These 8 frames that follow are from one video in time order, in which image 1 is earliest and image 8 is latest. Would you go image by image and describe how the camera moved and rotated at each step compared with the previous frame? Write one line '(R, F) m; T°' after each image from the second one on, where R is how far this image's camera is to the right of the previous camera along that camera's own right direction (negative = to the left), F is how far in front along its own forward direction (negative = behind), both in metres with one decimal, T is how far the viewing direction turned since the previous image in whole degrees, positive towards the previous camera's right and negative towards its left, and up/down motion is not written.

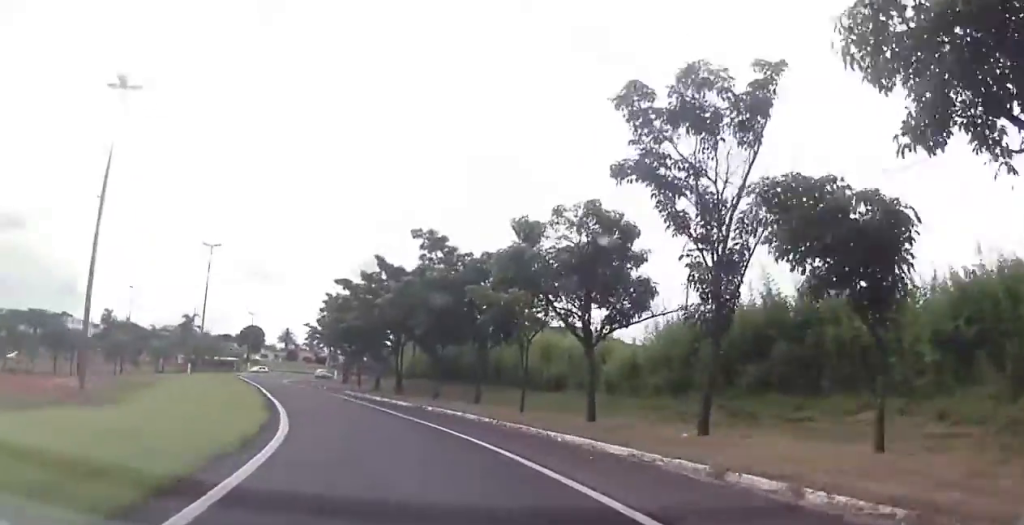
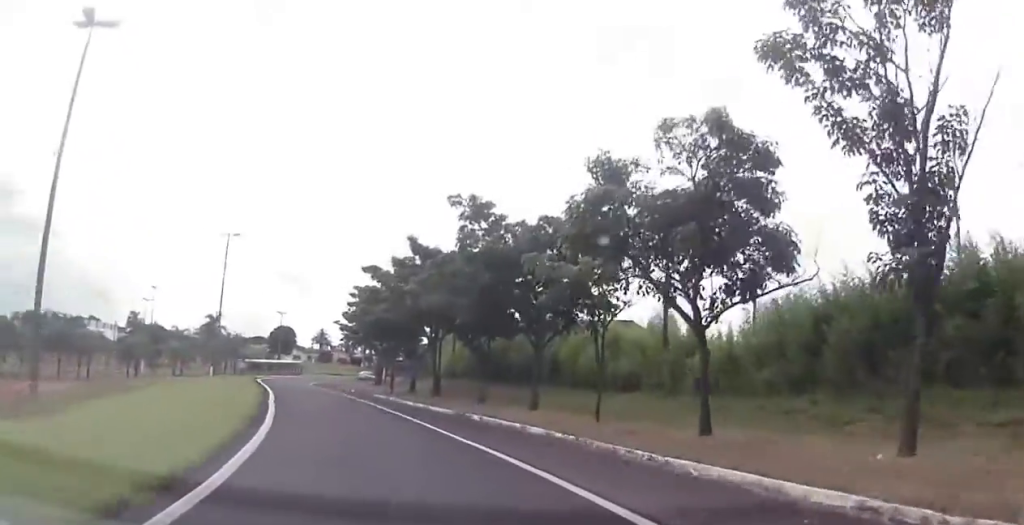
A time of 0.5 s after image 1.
(0.0, +6.8) m; -1°
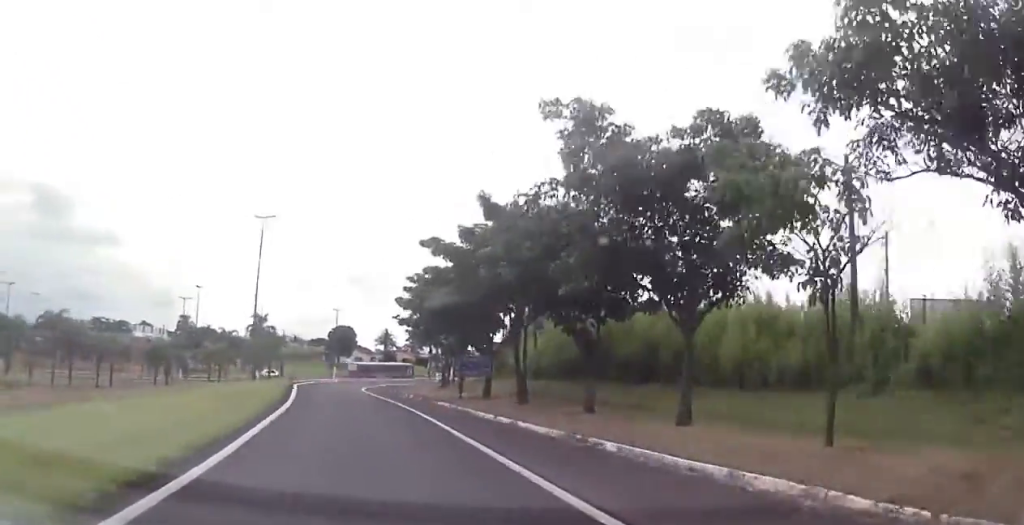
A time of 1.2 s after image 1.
(-0.3, +10.2) m; -4°
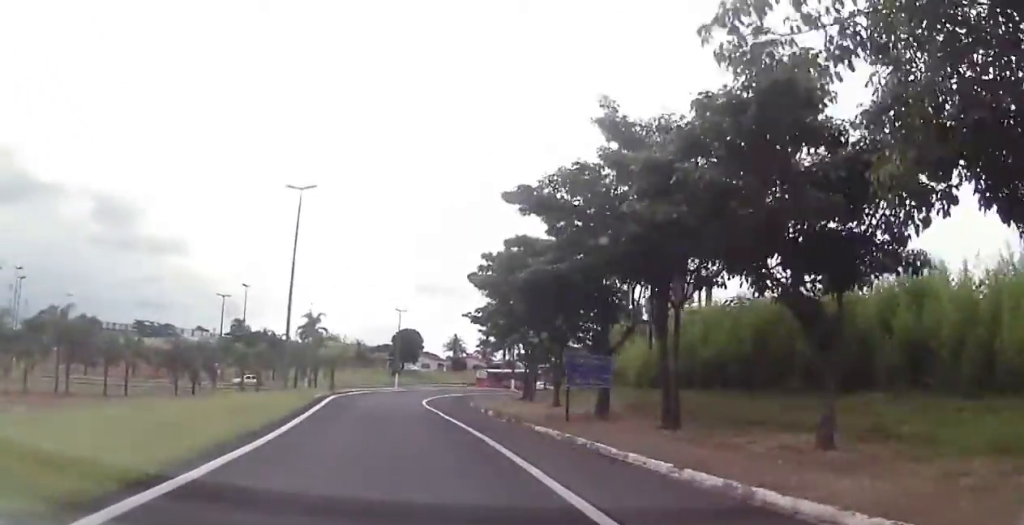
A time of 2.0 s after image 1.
(-0.6, +11.6) m; -6°
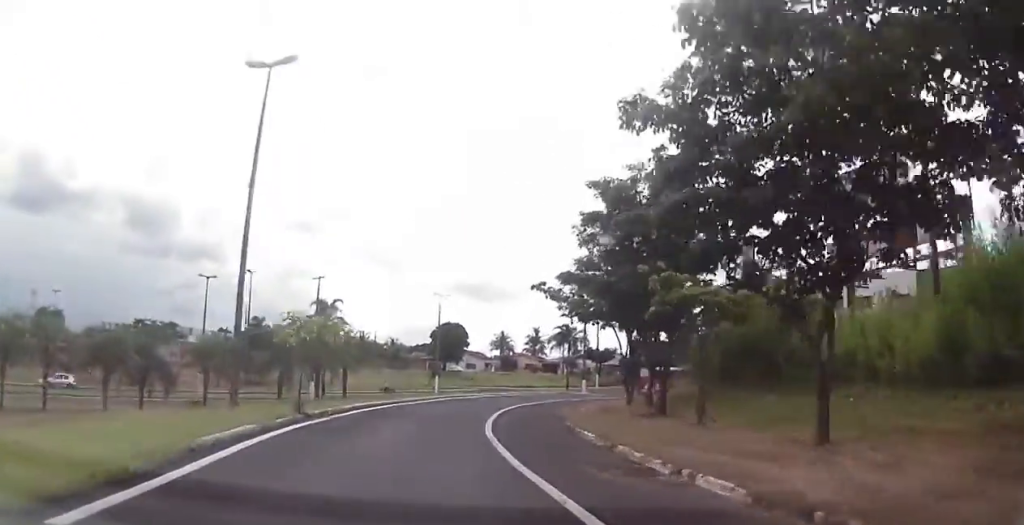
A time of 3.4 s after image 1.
(-1.7, +20.5) m; -9°
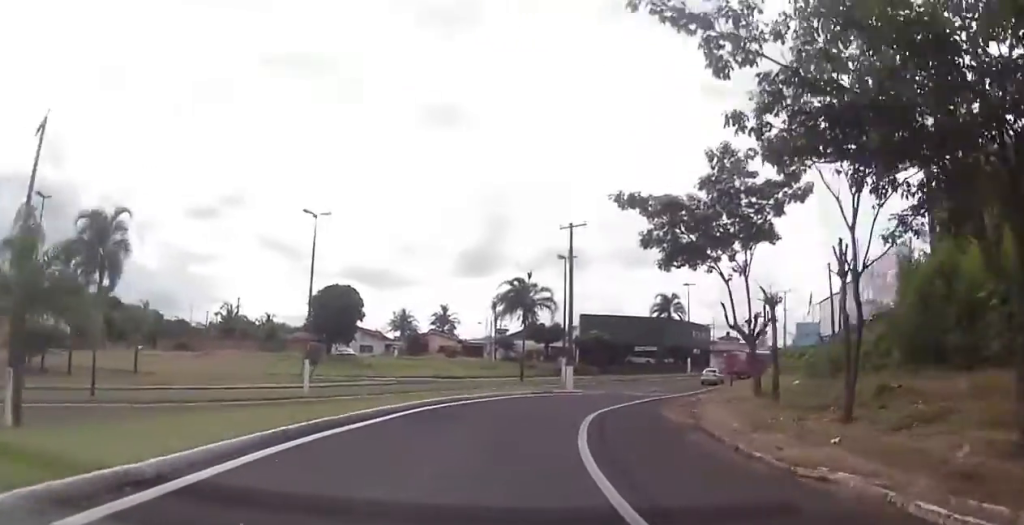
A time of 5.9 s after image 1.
(-2.1, +33.5) m; -2°
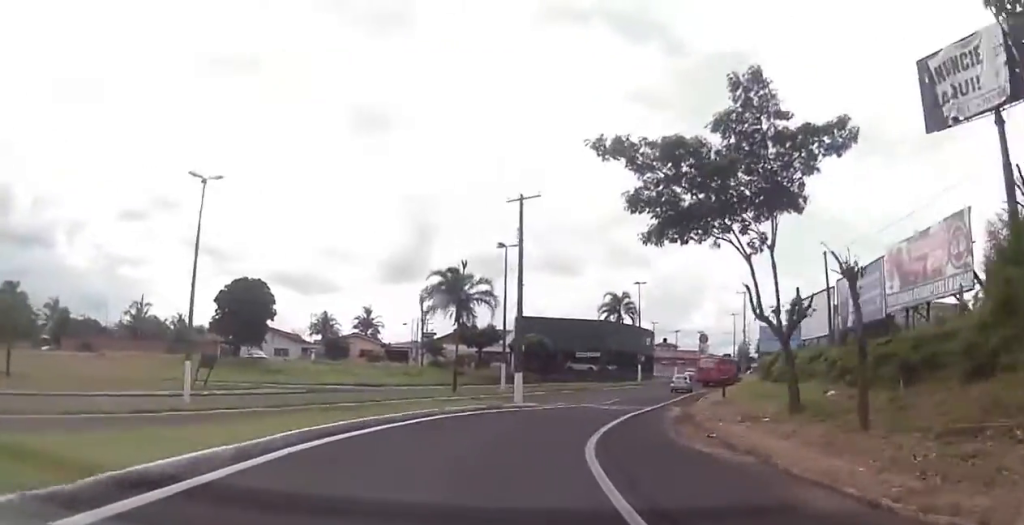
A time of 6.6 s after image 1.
(+0.1, +9.2) m; +4°
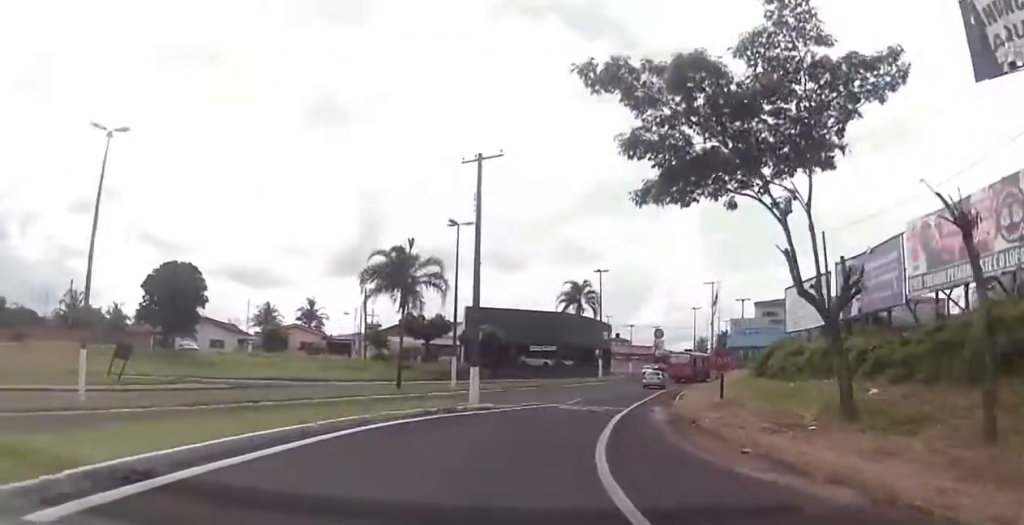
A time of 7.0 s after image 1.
(+0.3, +6.0) m; +3°
